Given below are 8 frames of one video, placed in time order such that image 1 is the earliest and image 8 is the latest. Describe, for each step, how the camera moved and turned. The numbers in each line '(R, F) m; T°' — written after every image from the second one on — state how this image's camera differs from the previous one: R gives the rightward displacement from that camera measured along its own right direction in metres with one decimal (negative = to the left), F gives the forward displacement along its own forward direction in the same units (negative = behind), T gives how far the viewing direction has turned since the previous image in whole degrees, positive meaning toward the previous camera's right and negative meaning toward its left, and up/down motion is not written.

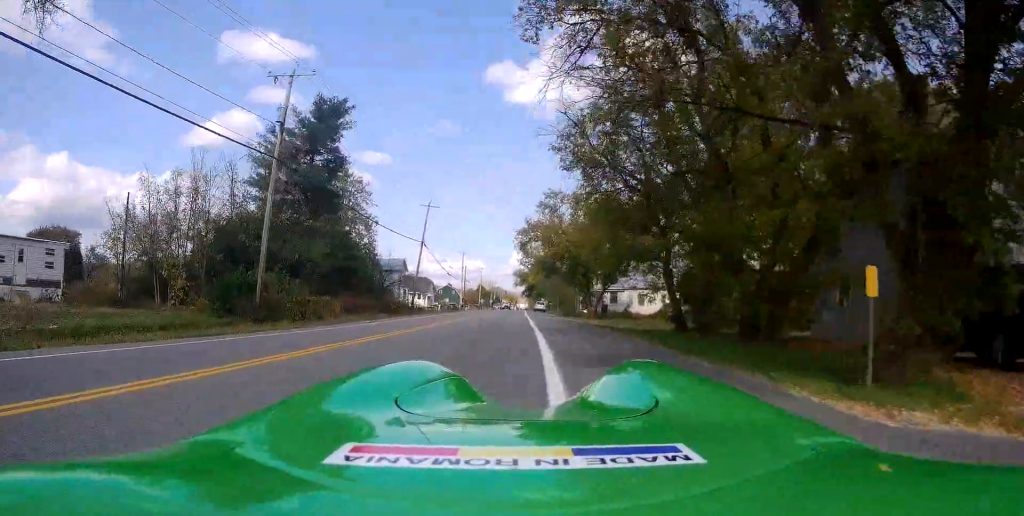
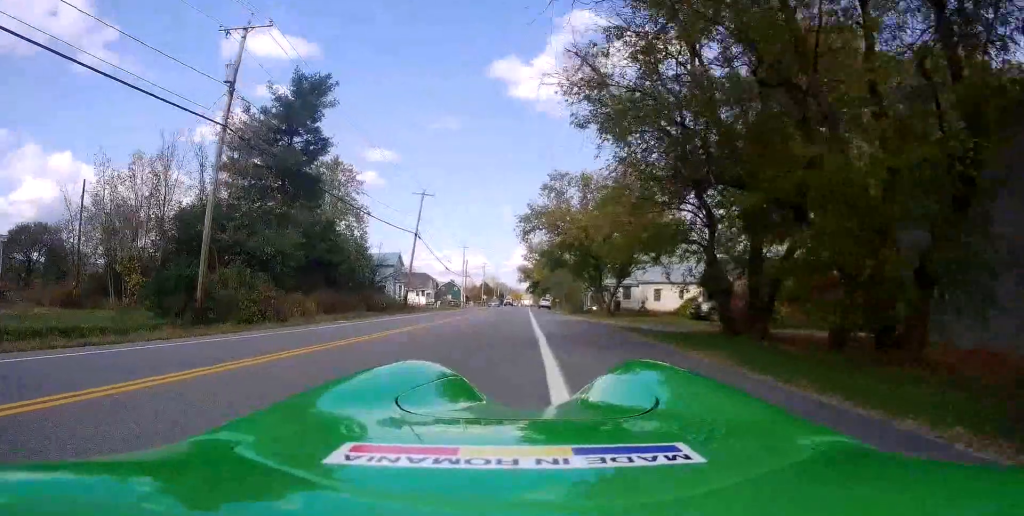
(-0.1, +5.1) m; -1°
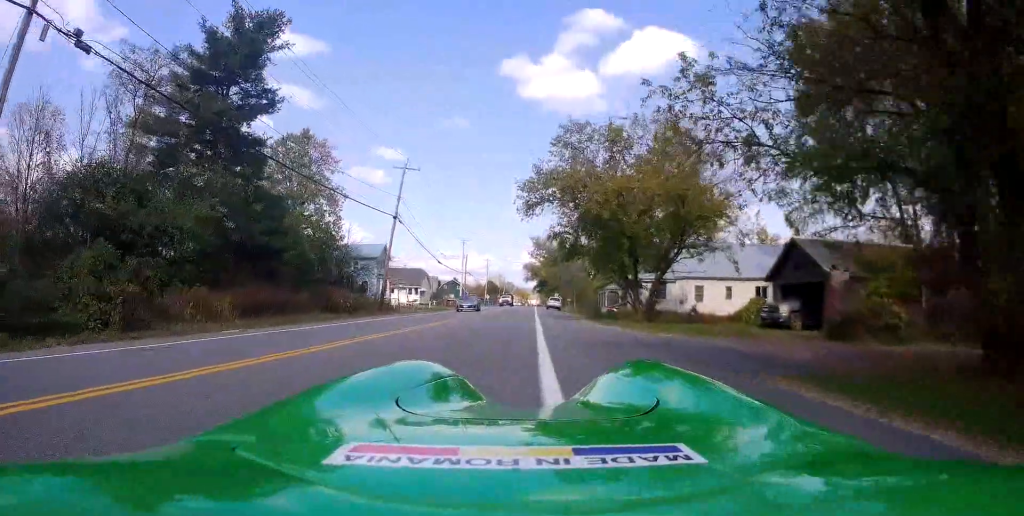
(-0.2, +11.0) m; -1°
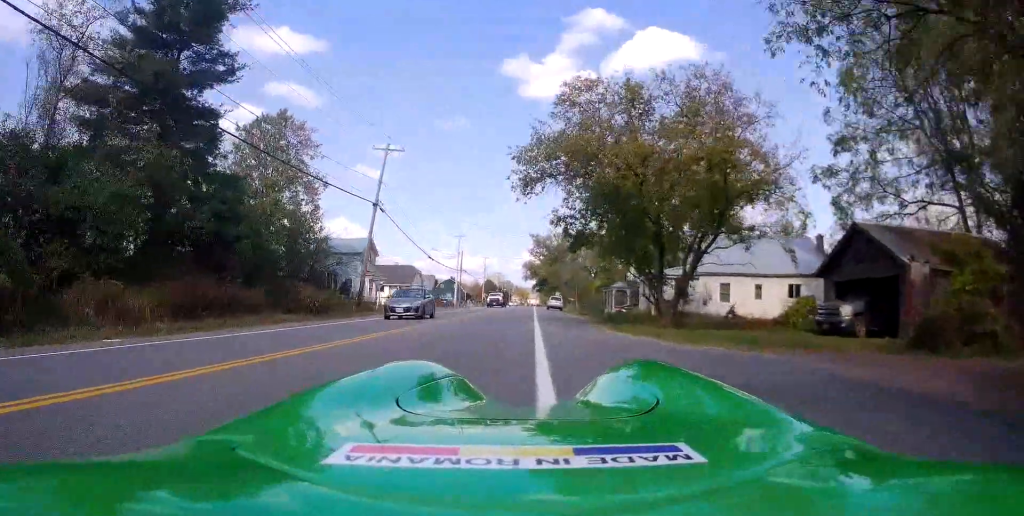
(0.0, +5.4) m; 0°
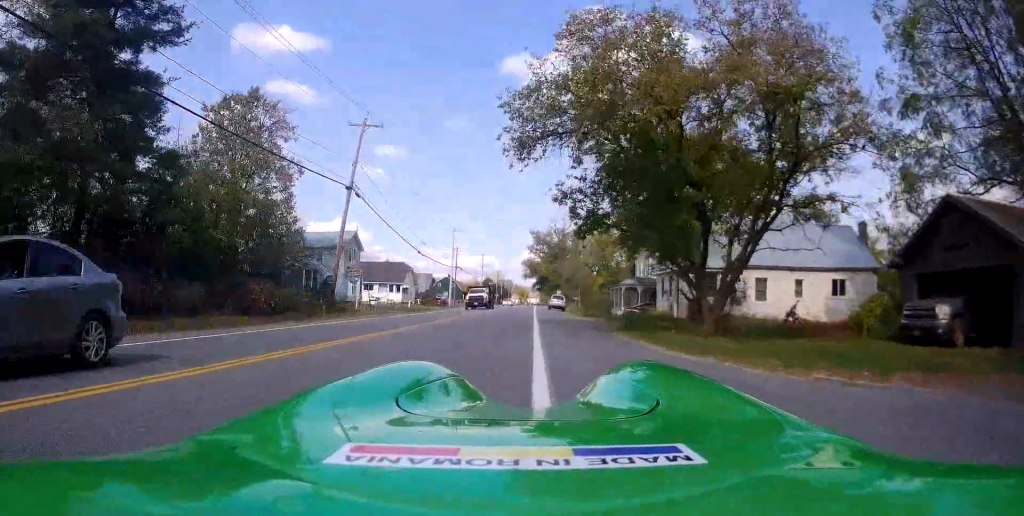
(-0.1, +5.3) m; 0°
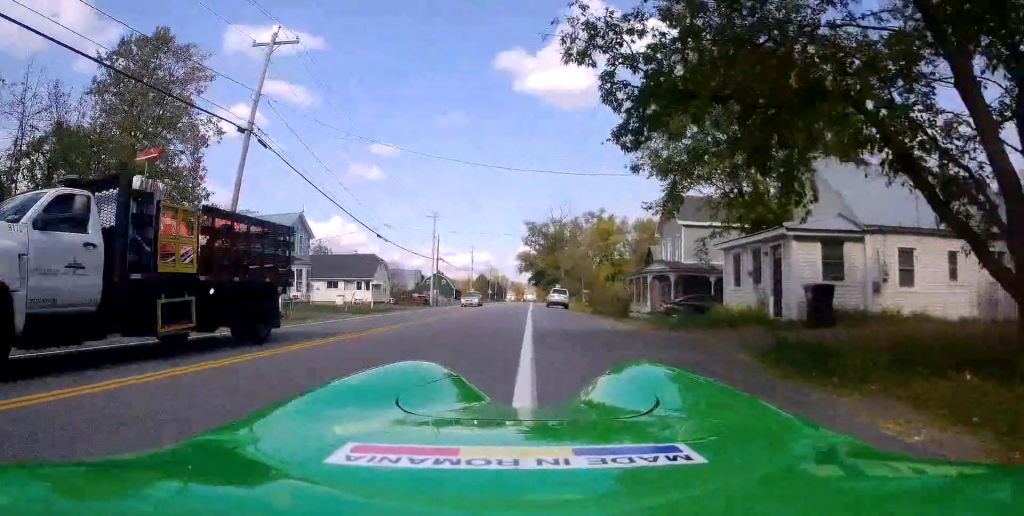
(+0.1, +11.7) m; +1°
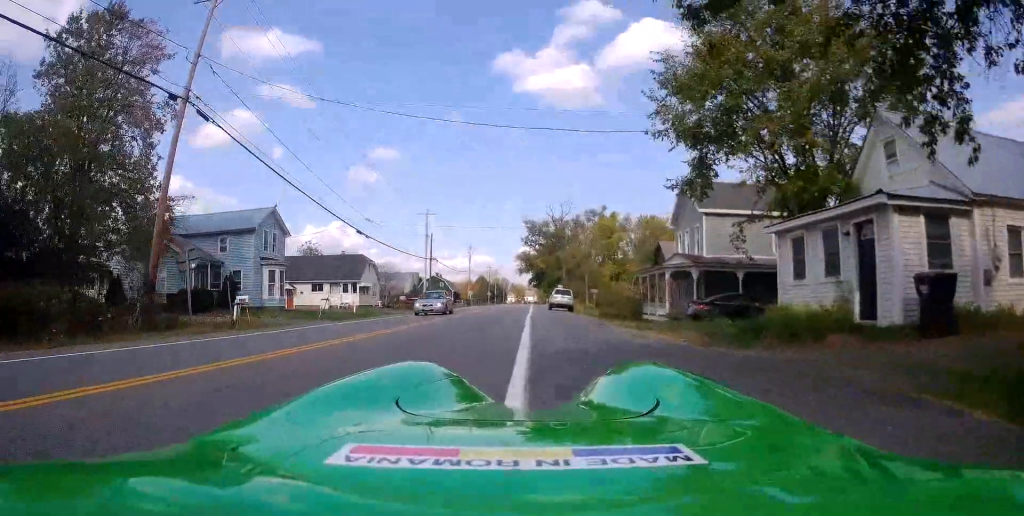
(0.0, +4.7) m; 0°
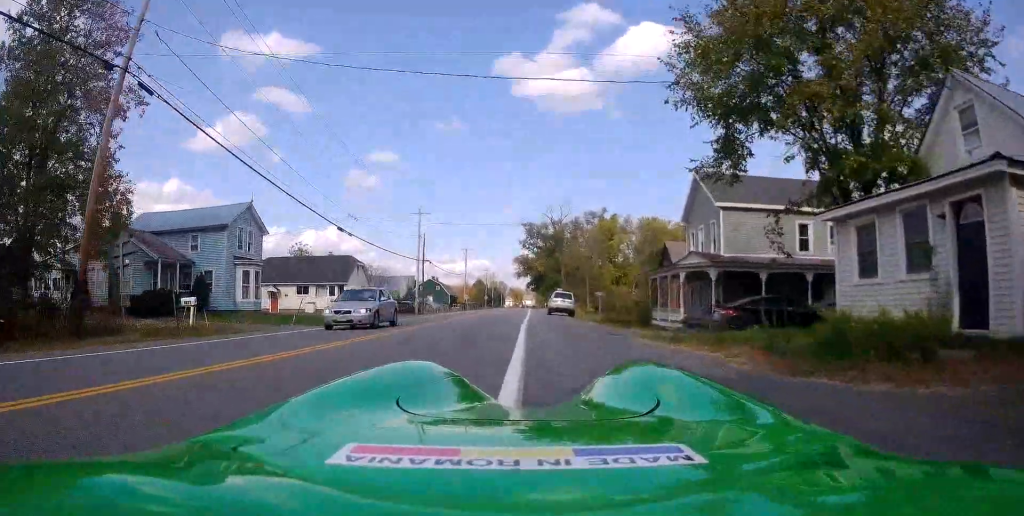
(0.0, +3.4) m; 0°
